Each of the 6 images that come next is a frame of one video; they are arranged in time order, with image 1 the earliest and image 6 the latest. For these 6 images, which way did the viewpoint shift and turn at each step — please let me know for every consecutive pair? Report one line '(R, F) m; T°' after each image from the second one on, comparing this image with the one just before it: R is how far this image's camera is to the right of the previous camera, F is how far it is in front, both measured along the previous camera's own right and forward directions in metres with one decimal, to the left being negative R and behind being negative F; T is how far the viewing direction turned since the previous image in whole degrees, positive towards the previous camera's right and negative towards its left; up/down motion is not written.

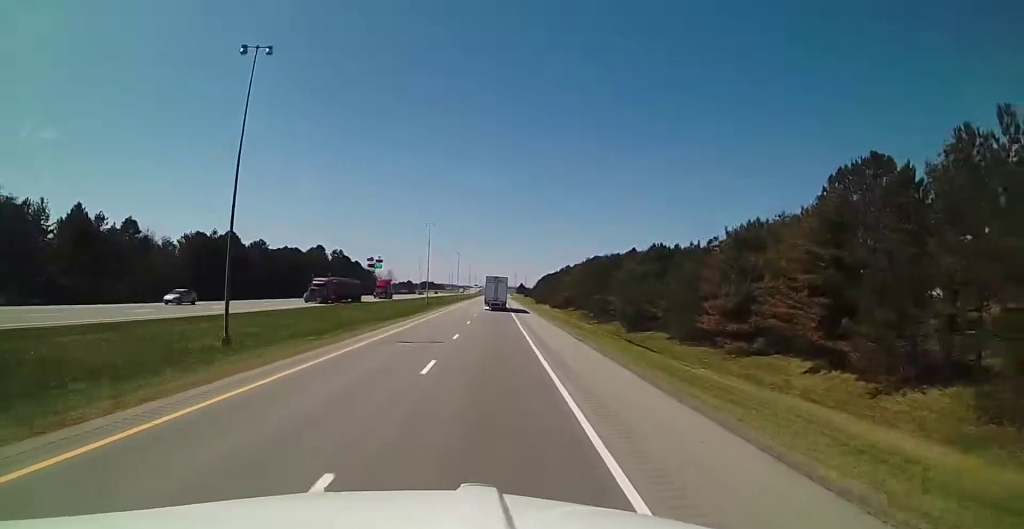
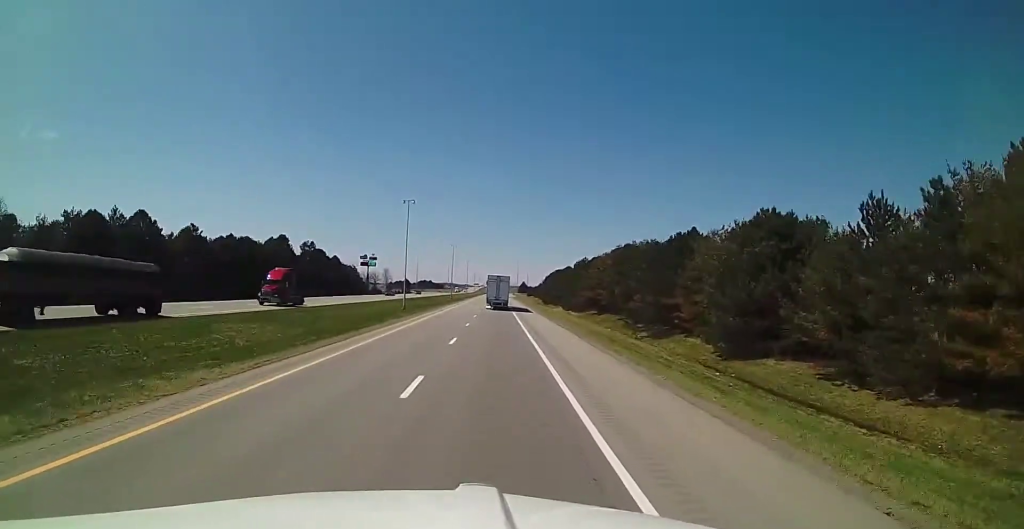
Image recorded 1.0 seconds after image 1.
(-0.2, +27.9) m; -1°
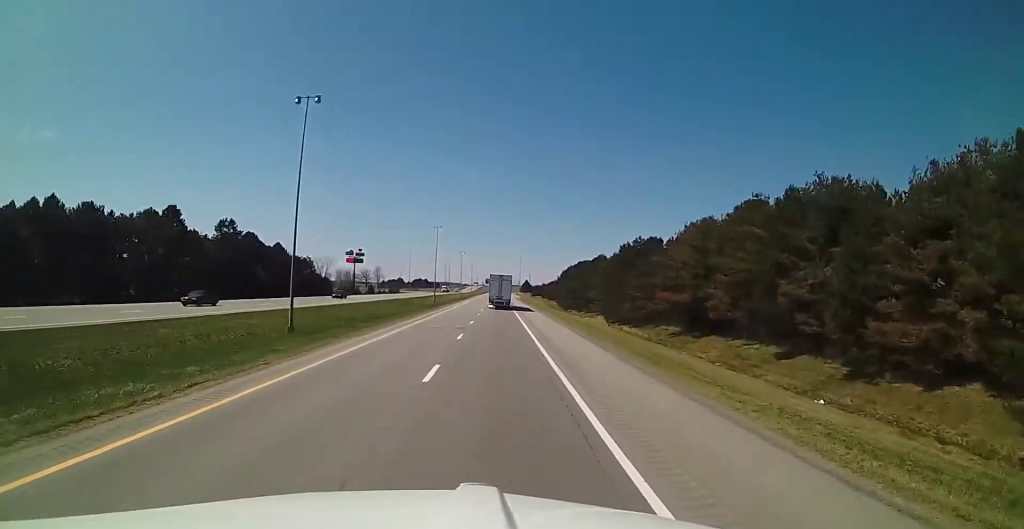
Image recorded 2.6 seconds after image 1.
(-0.3, +46.2) m; -1°
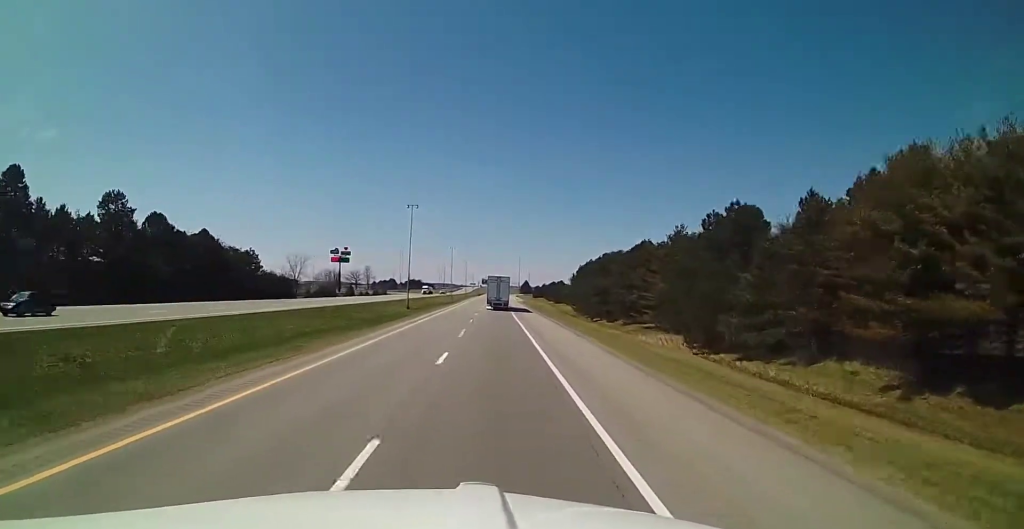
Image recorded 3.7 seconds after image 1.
(-0.3, +32.8) m; -1°
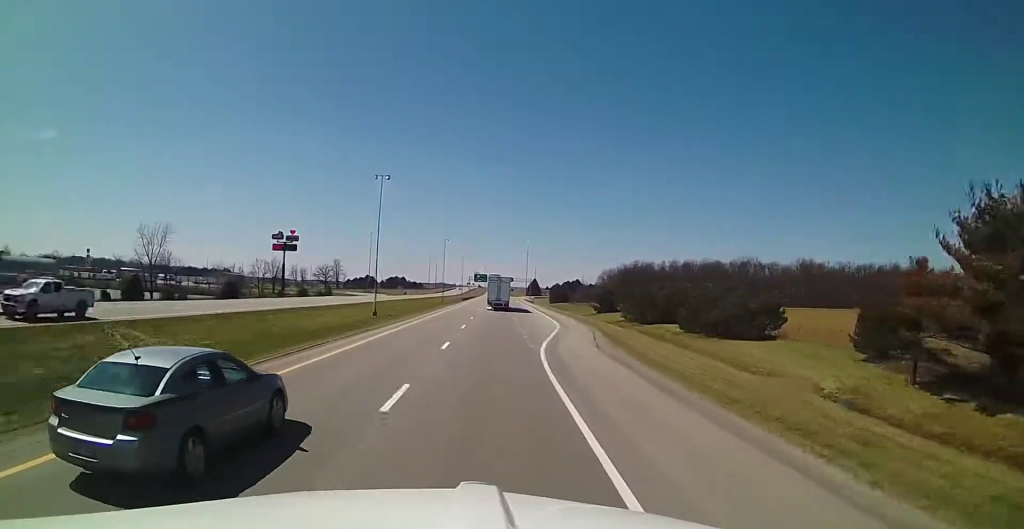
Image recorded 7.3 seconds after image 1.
(+2.4, +104.1) m; +2°
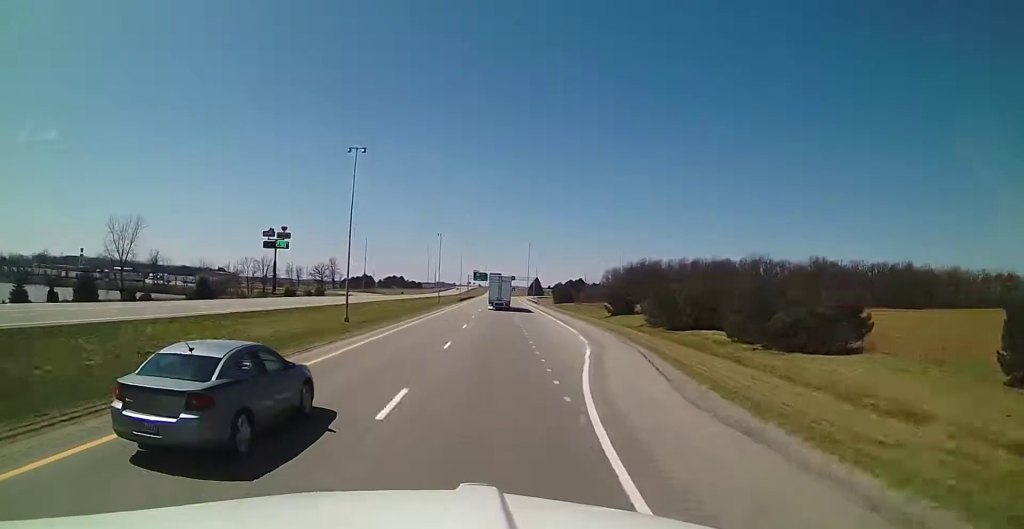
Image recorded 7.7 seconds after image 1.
(-0.2, +12.5) m; 0°
